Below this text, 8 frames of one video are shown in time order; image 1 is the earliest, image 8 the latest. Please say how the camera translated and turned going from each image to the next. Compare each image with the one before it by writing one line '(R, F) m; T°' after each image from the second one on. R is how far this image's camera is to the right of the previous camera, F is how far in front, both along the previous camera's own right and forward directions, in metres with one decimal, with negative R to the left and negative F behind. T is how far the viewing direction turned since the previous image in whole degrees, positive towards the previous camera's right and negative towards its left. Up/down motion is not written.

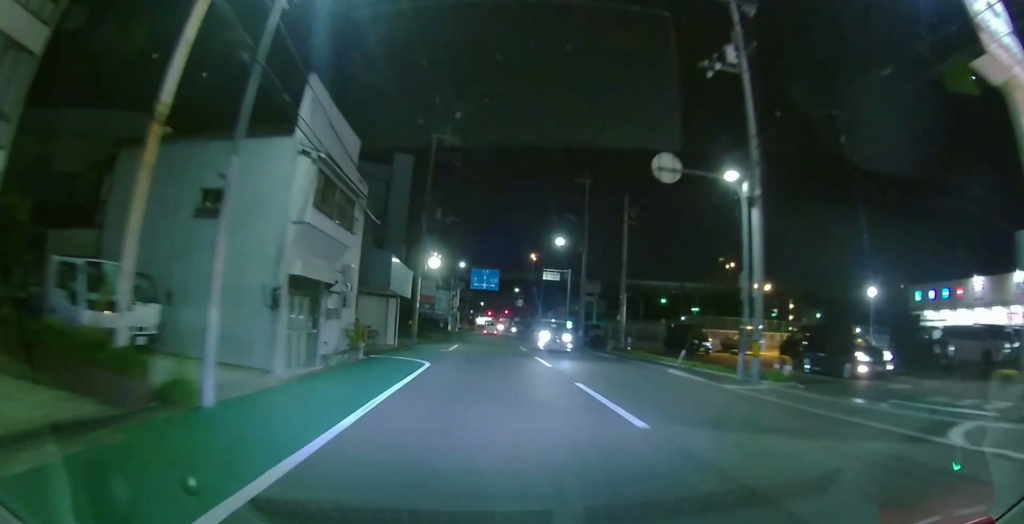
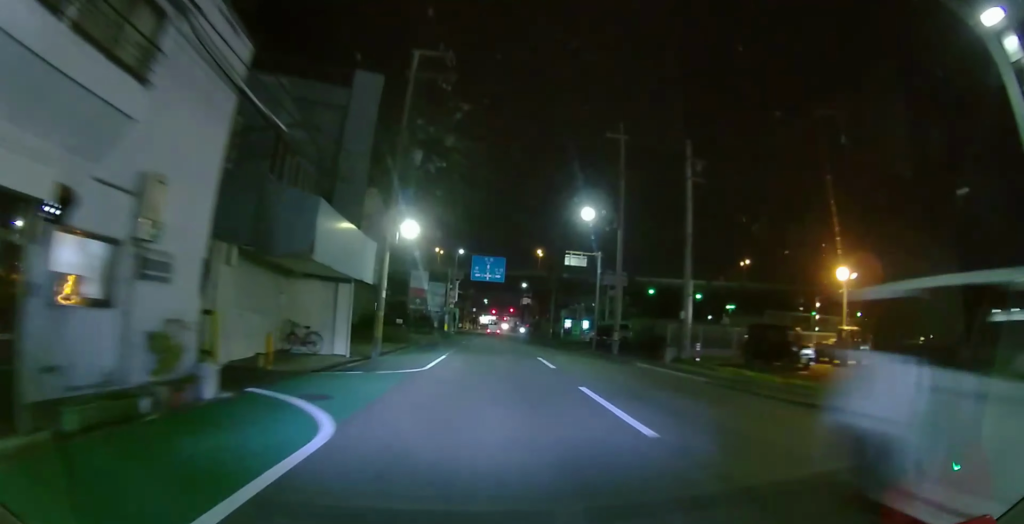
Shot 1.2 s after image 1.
(-0.4, +10.0) m; -3°
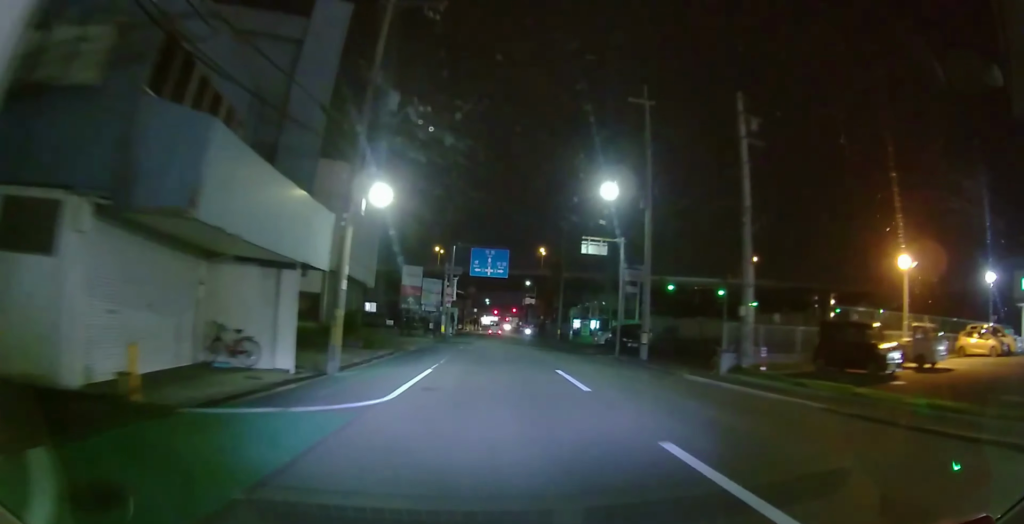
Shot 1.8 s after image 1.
(0.0, +5.5) m; 0°
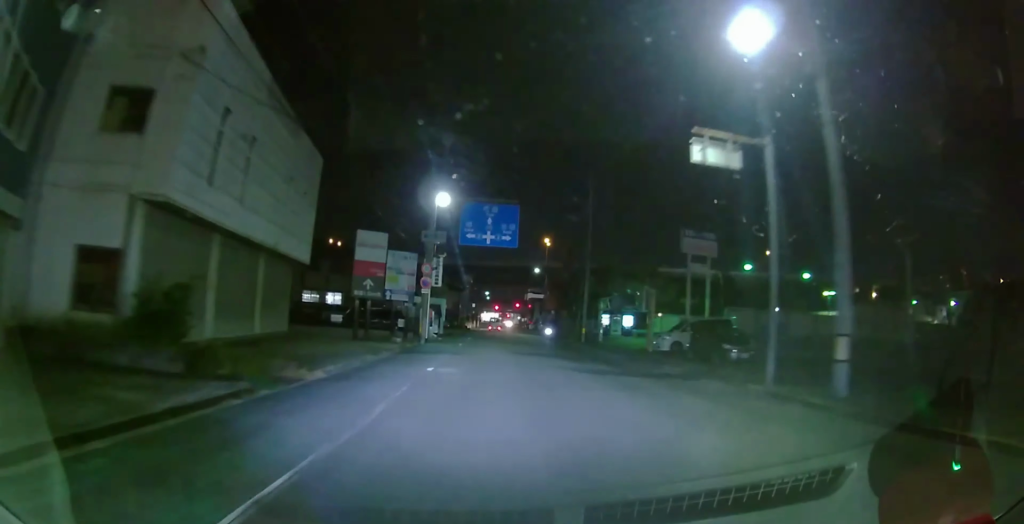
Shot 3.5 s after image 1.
(0.0, +15.1) m; 0°
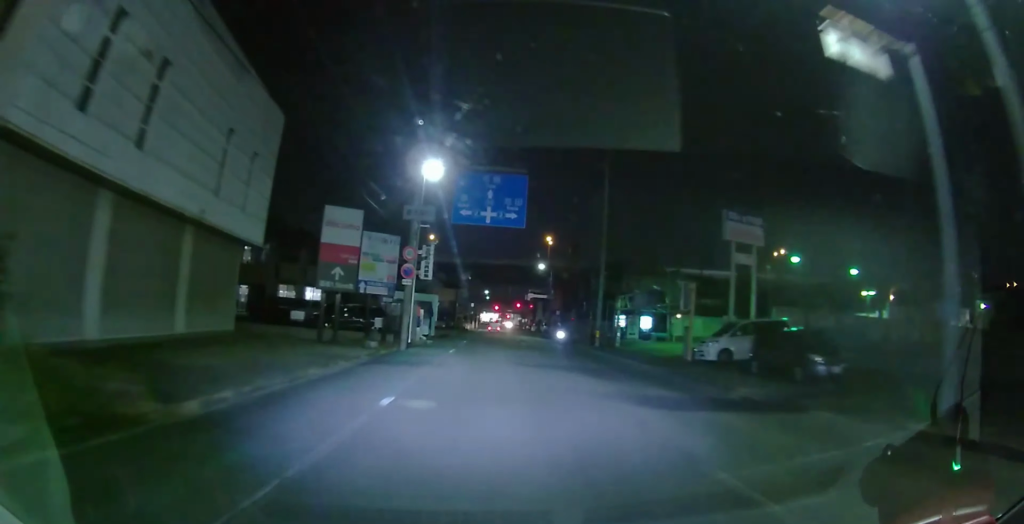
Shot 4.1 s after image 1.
(0.0, +5.4) m; 0°
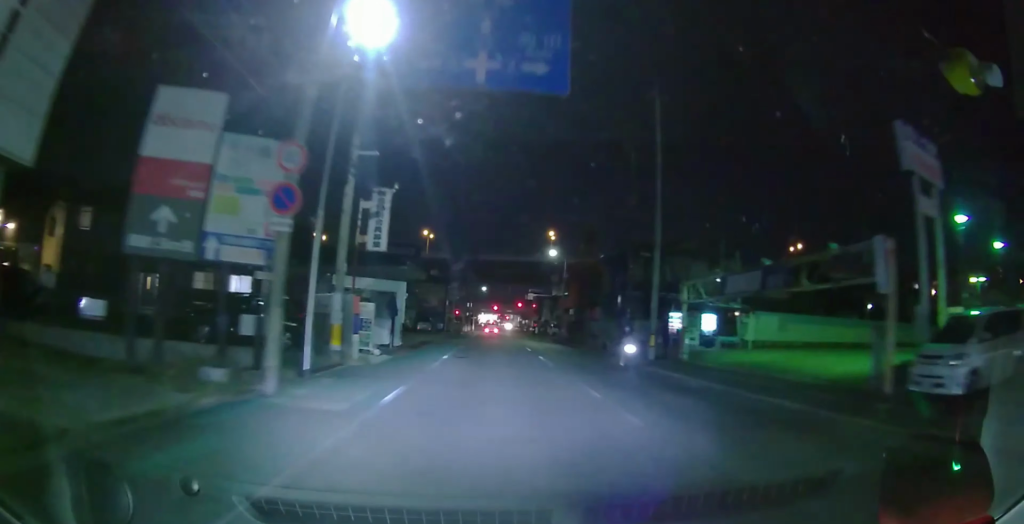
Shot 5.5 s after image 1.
(-0.2, +12.9) m; -1°
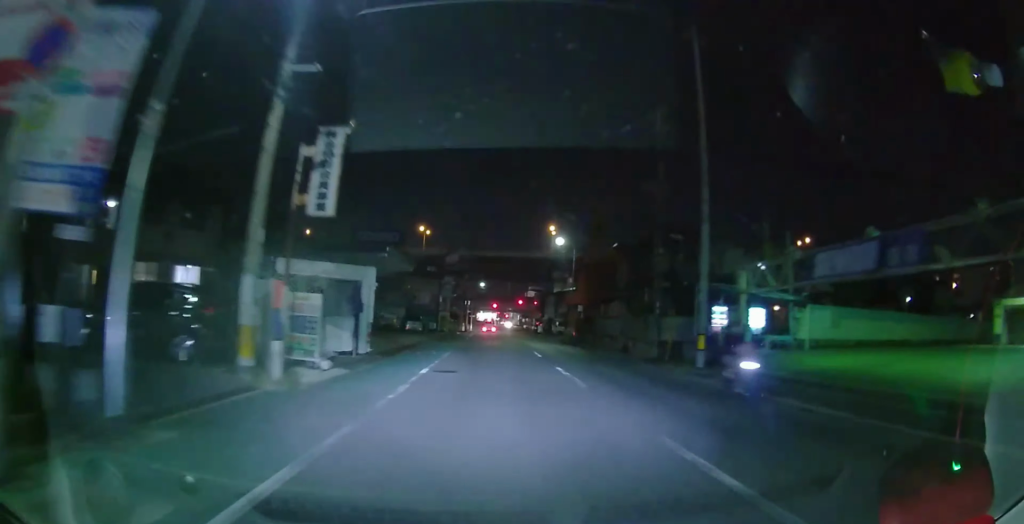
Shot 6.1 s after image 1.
(0.0, +5.8) m; 0°
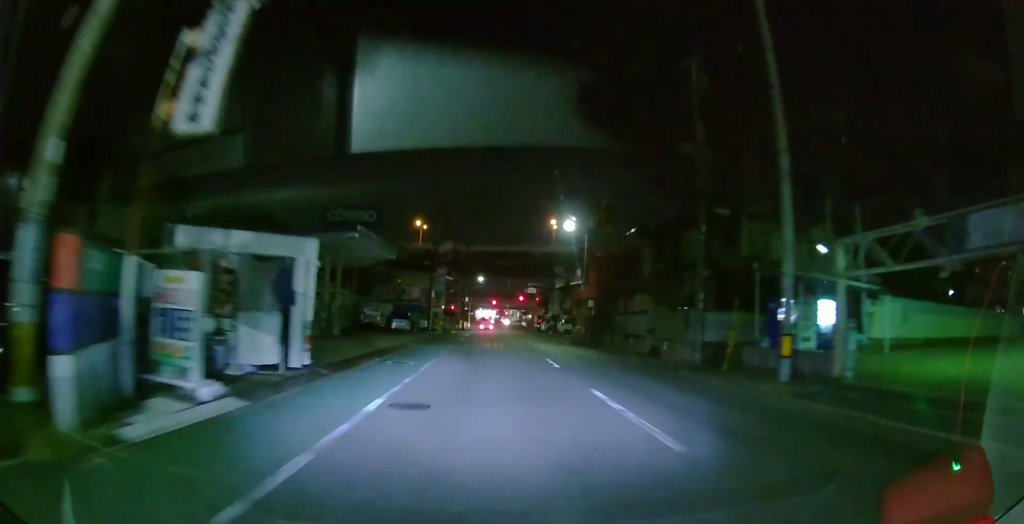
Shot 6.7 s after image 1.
(0.0, +6.0) m; 0°
